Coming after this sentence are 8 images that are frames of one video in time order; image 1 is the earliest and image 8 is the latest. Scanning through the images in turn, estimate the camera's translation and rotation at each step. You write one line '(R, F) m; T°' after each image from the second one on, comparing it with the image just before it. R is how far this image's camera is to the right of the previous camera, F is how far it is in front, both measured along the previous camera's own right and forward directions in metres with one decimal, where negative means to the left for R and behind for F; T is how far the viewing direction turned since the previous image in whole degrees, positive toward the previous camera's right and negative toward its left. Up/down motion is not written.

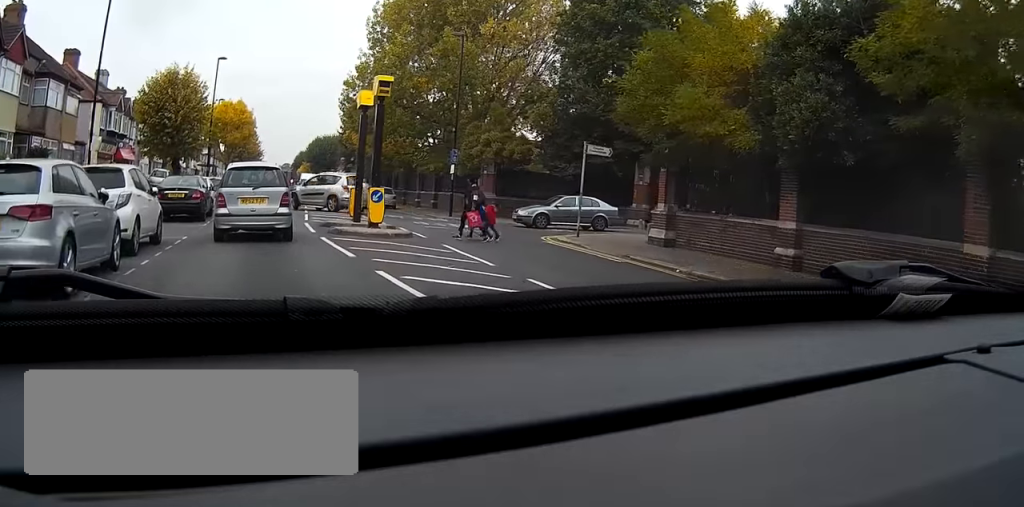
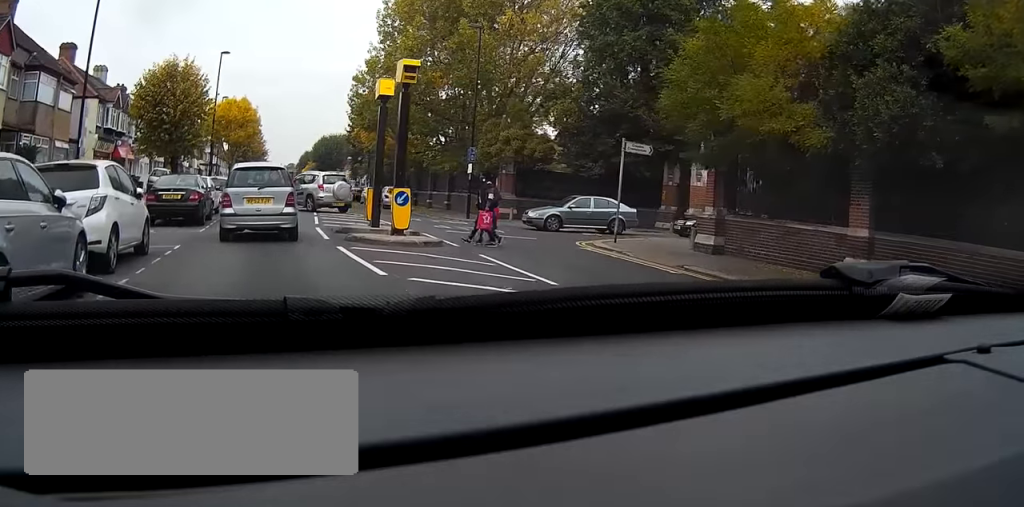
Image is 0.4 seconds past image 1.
(0.0, +2.4) m; 0°
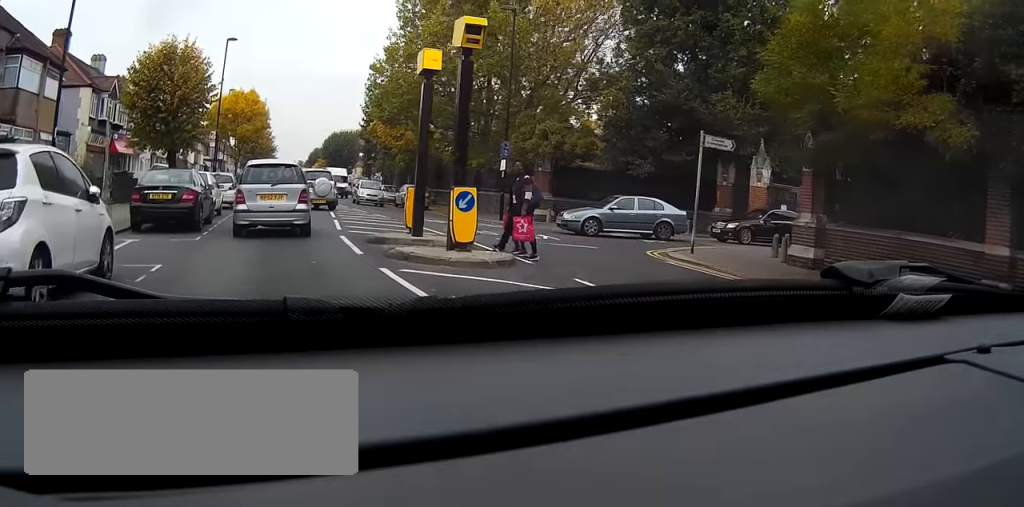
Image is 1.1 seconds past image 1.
(-0.1, +4.0) m; 0°
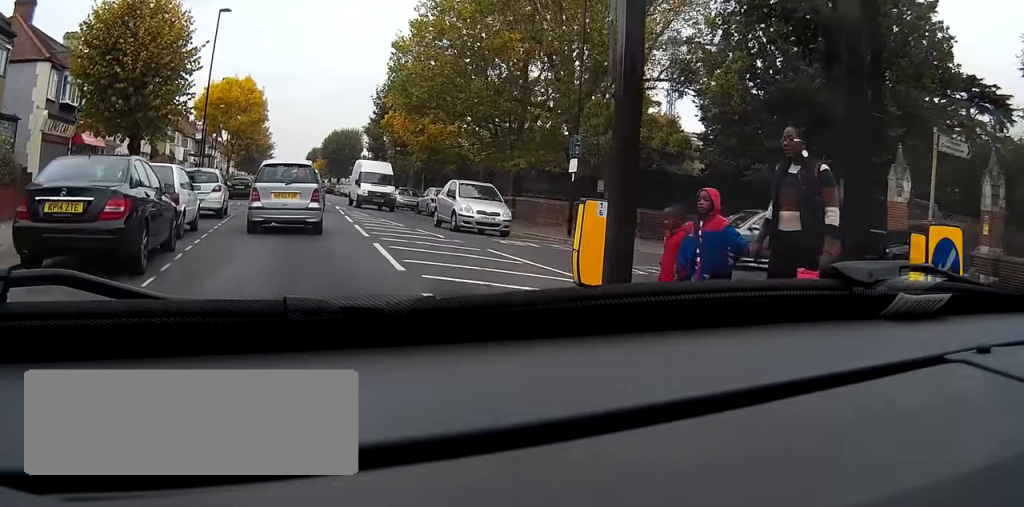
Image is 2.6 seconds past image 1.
(+0.2, +8.3) m; +3°
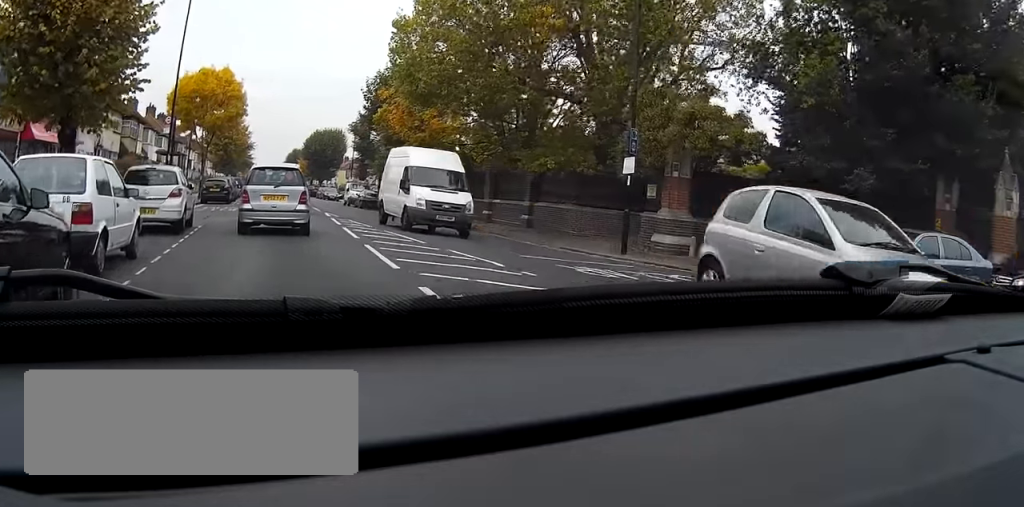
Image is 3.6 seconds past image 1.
(+0.1, +5.7) m; +2°
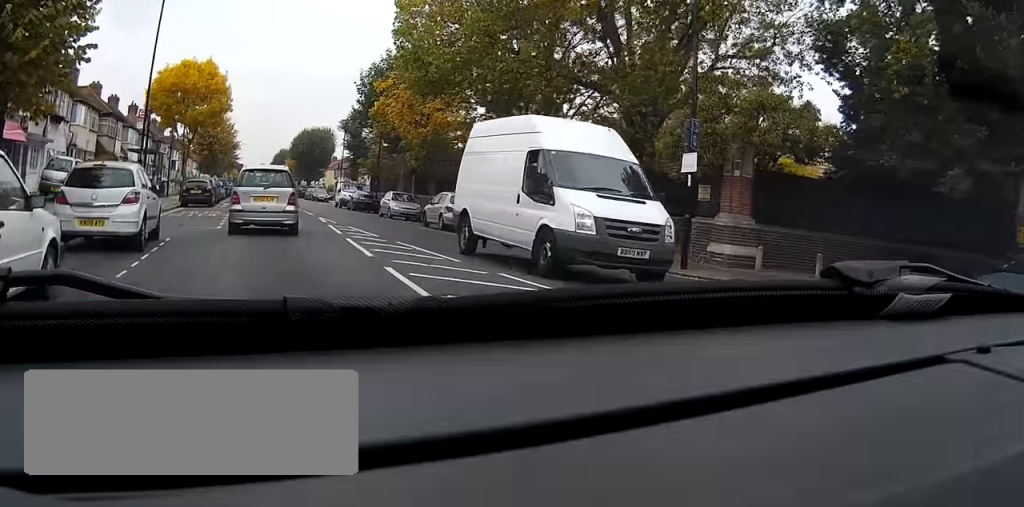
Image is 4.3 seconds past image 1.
(0.0, +3.9) m; +1°
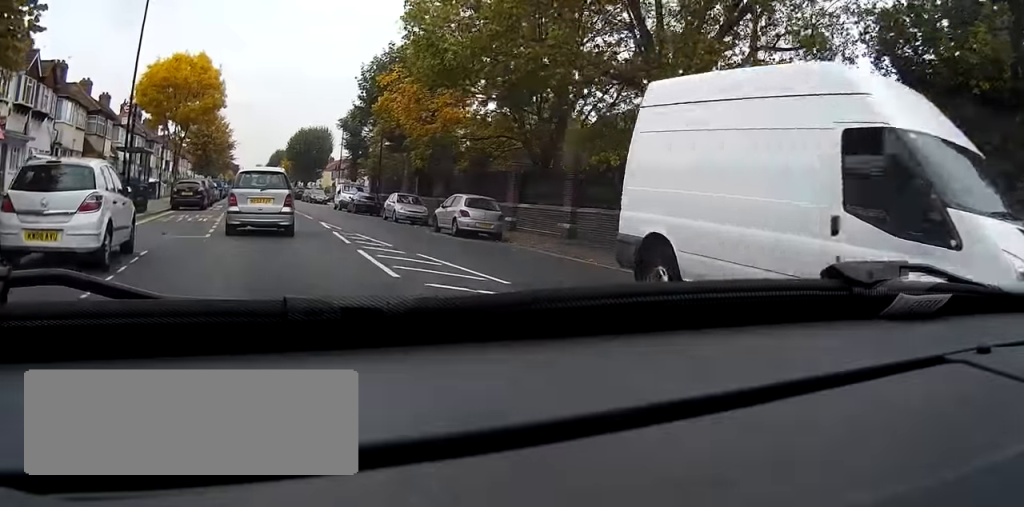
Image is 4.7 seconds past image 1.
(+0.1, +2.6) m; +1°
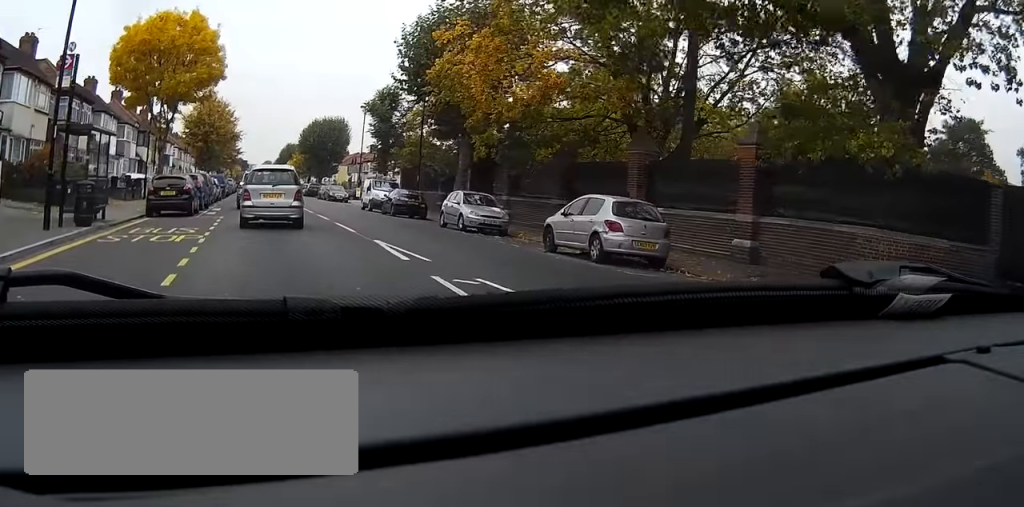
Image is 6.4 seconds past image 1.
(+0.2, +10.3) m; +1°
